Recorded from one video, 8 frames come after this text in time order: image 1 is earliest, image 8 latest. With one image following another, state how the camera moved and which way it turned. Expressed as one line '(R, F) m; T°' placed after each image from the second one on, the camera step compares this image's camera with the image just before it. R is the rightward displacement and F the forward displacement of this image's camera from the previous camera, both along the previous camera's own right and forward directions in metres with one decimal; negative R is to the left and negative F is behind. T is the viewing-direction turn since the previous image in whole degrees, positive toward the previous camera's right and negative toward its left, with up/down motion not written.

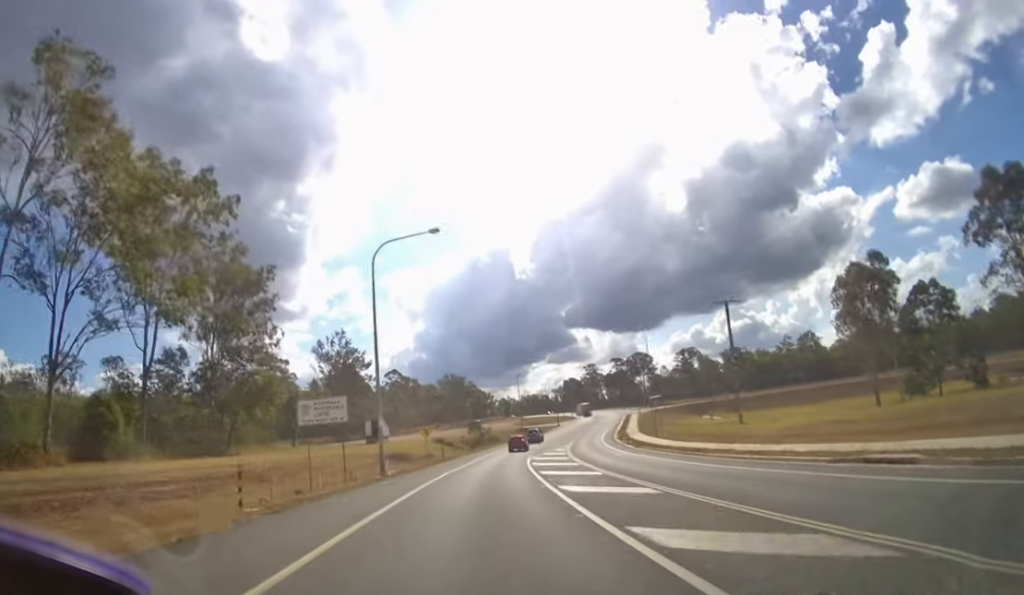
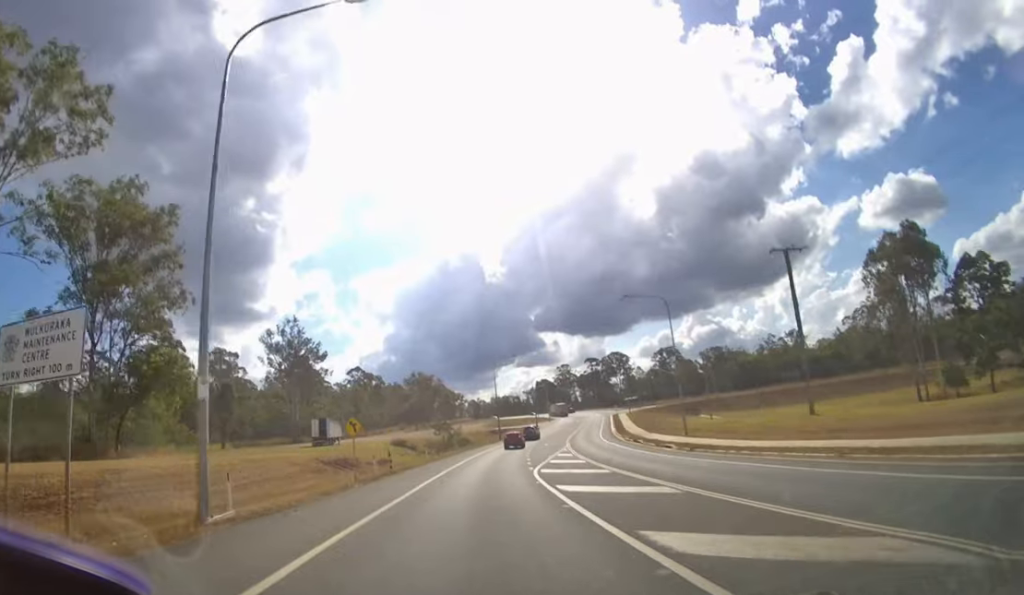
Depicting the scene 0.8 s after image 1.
(+0.2, +12.4) m; +3°
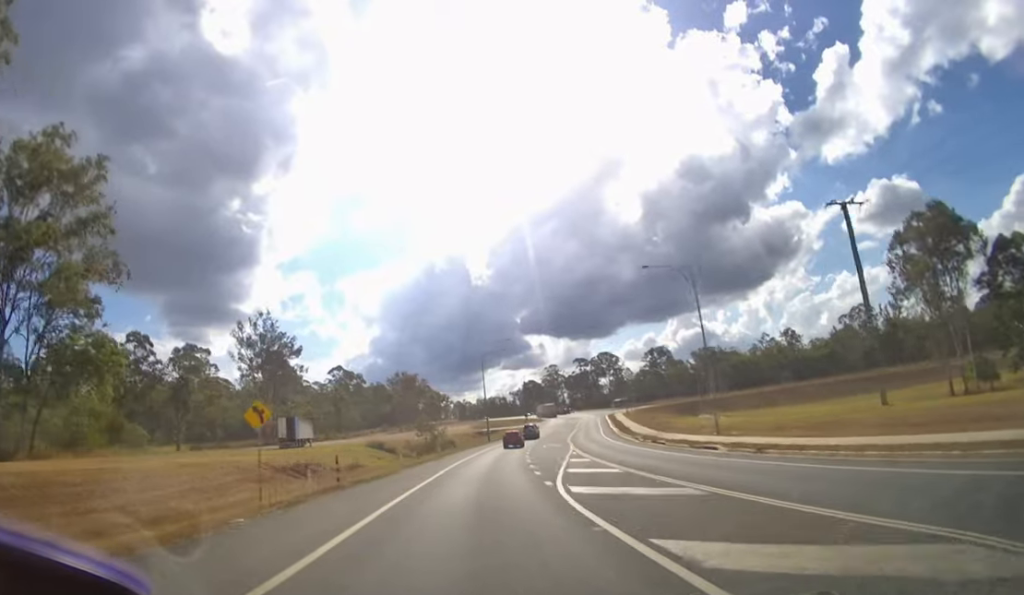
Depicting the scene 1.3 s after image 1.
(+0.1, +6.5) m; +1°
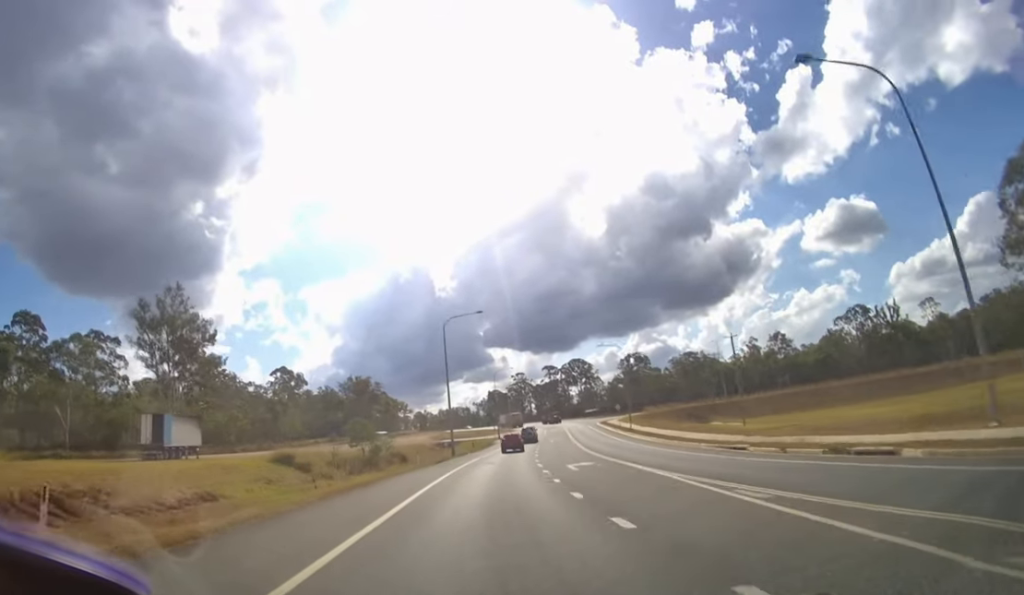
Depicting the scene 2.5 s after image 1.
(+0.7, +19.9) m; +4°
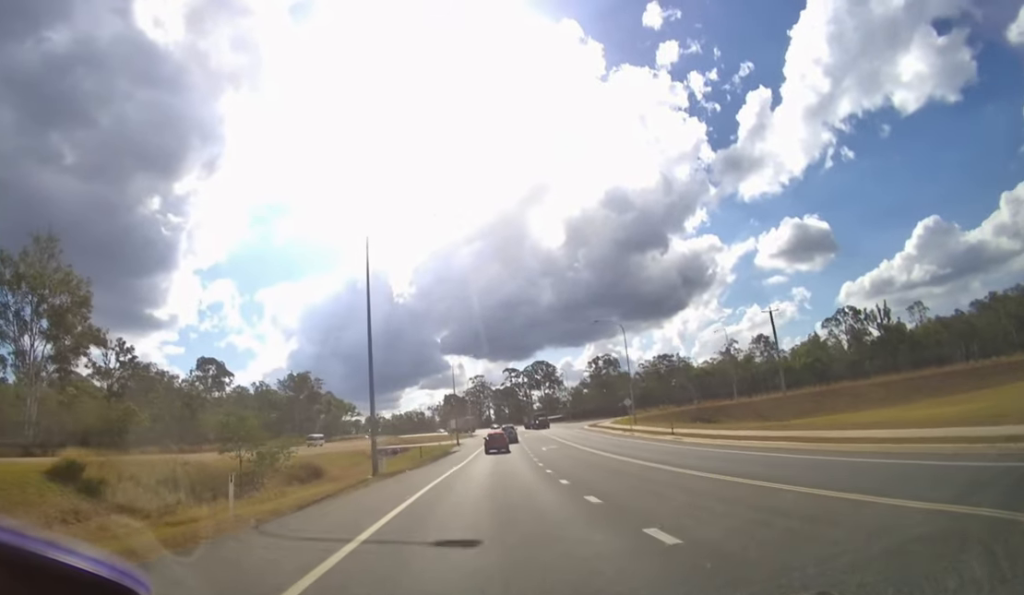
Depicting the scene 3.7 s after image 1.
(+0.7, +21.0) m; +4°
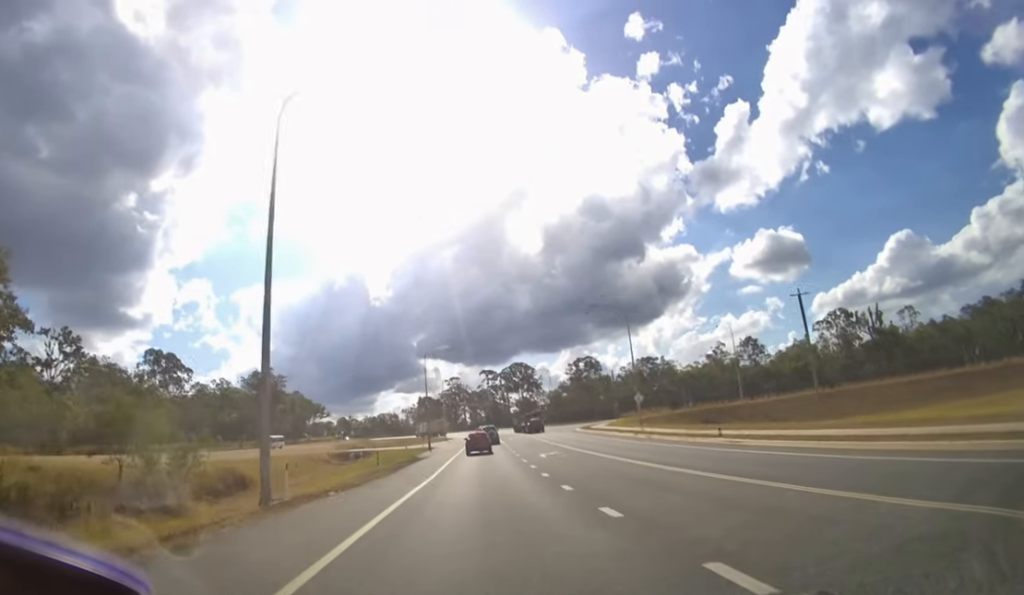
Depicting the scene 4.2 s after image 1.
(+0.4, +10.7) m; +2°
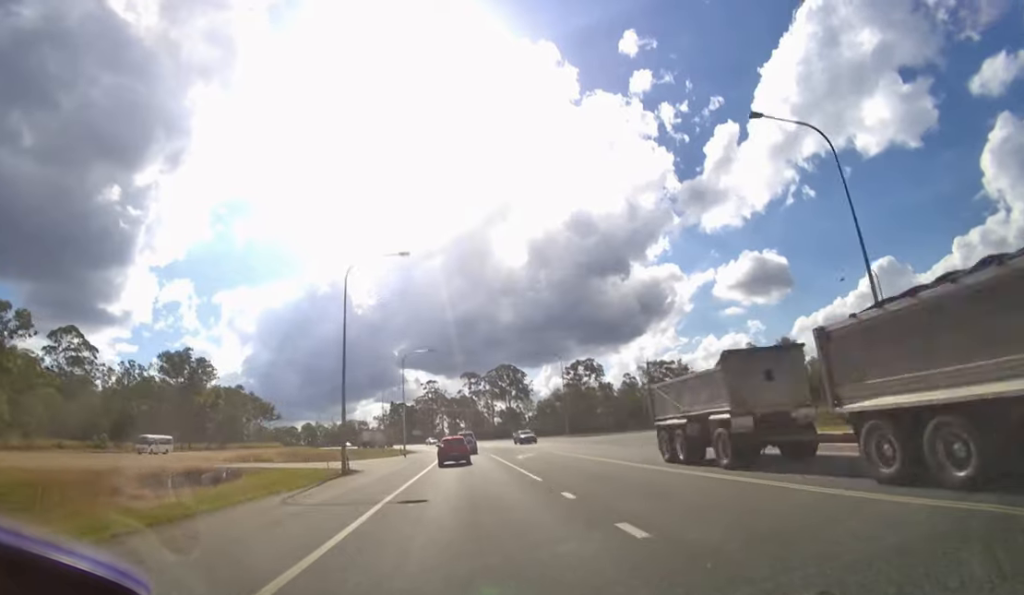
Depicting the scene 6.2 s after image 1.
(+2.1, +37.8) m; +5°
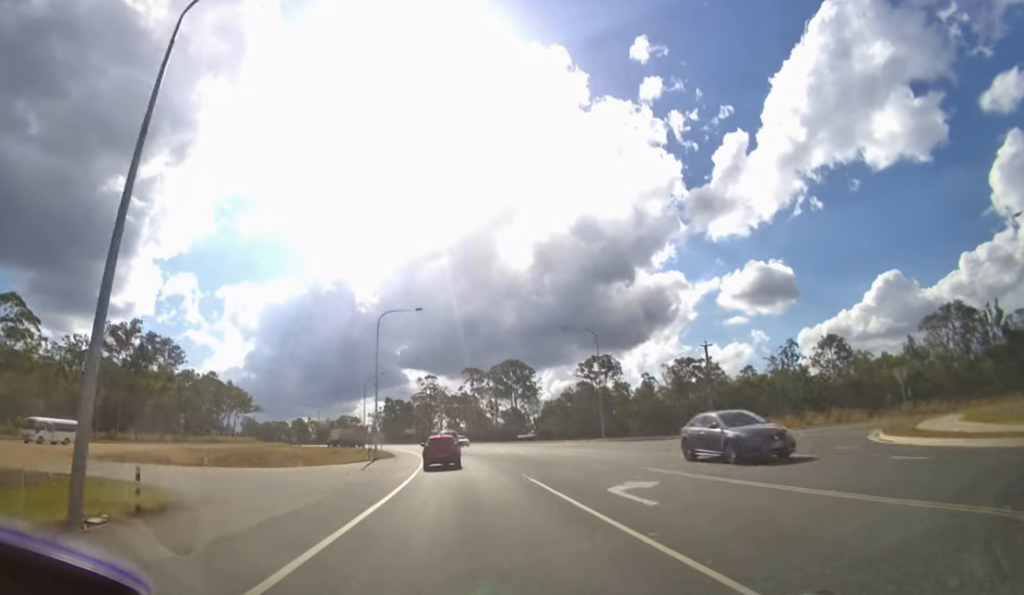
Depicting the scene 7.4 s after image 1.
(+0.2, +23.1) m; 0°
